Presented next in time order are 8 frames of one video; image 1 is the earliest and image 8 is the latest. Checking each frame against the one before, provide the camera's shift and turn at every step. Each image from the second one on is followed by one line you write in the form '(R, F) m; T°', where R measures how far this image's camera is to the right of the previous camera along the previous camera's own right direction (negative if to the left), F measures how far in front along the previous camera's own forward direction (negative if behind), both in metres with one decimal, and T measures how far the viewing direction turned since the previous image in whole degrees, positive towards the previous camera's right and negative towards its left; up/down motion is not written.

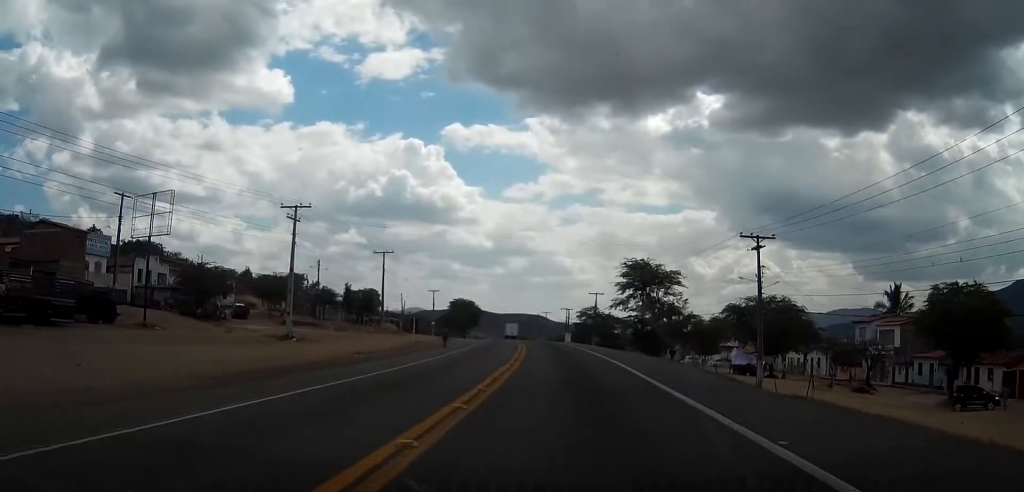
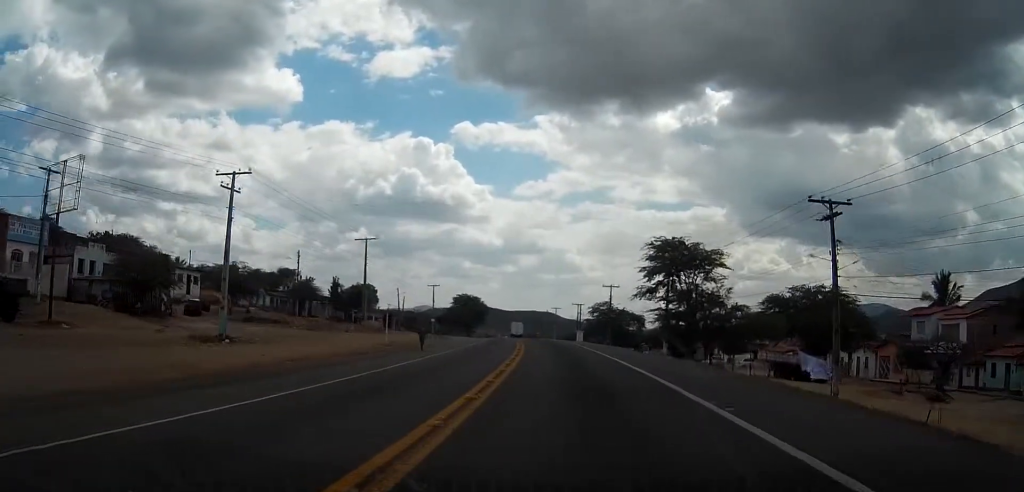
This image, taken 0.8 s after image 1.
(-0.1, +12.0) m; -1°
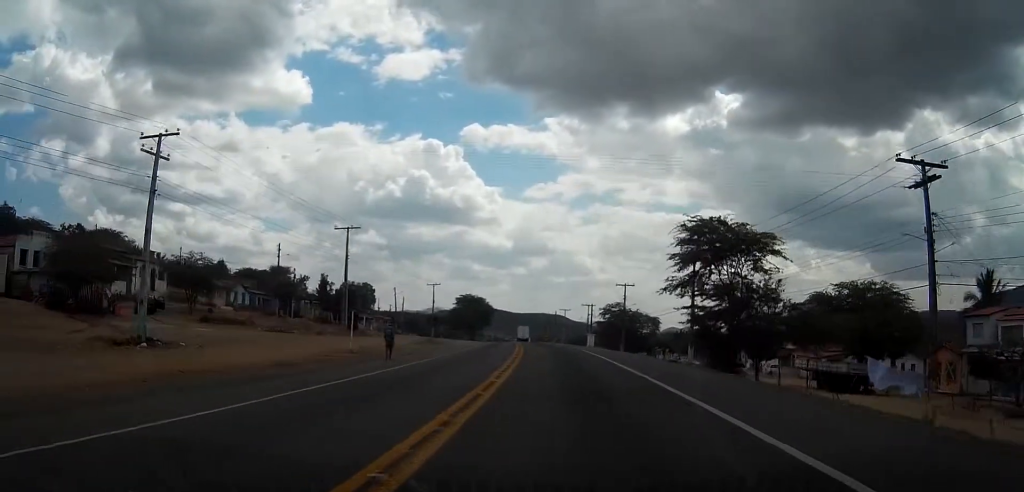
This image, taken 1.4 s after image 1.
(-0.1, +9.4) m; -1°
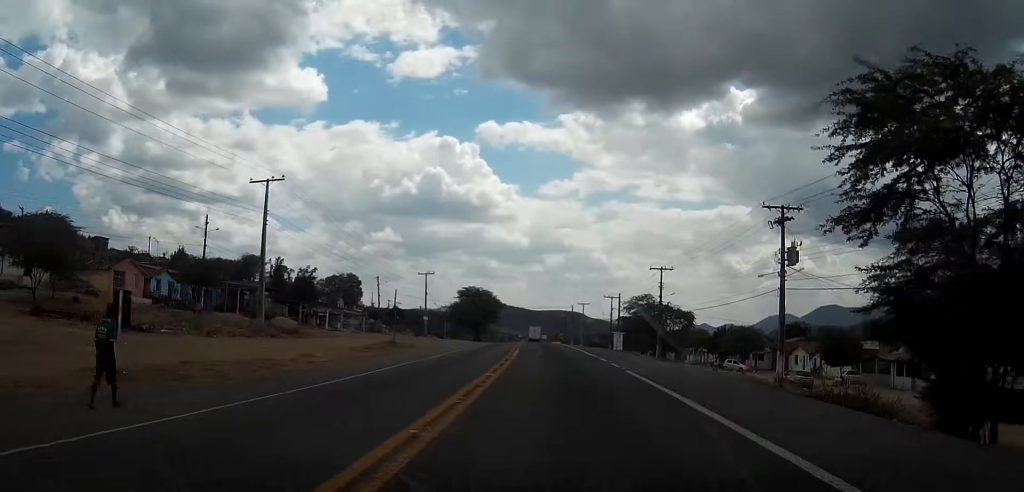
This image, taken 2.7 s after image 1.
(-0.3, +21.4) m; -2°
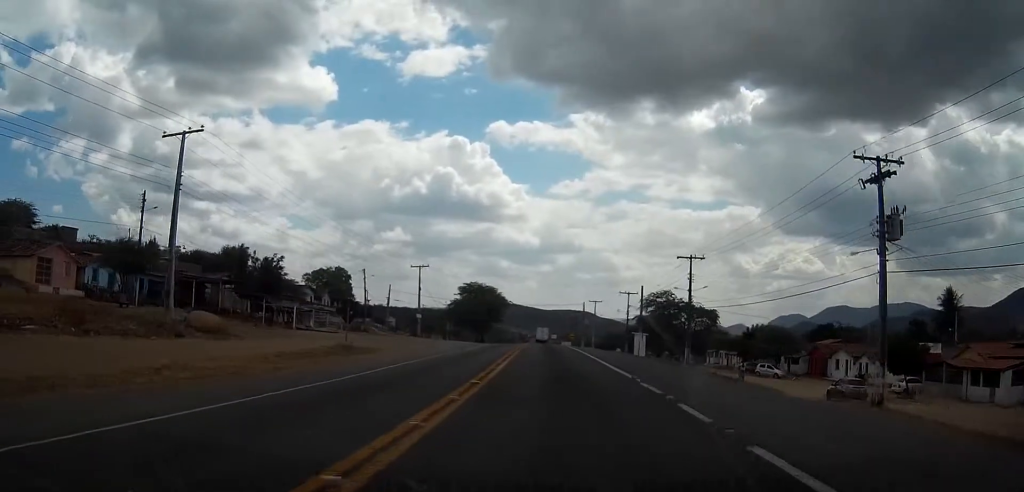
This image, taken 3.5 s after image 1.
(-0.1, +11.9) m; -1°
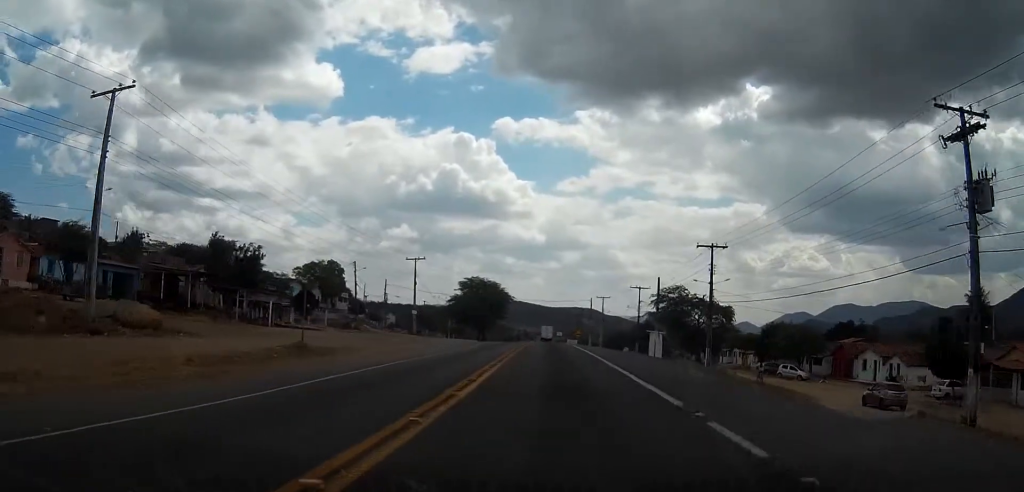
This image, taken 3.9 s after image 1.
(0.0, +6.7) m; -1°
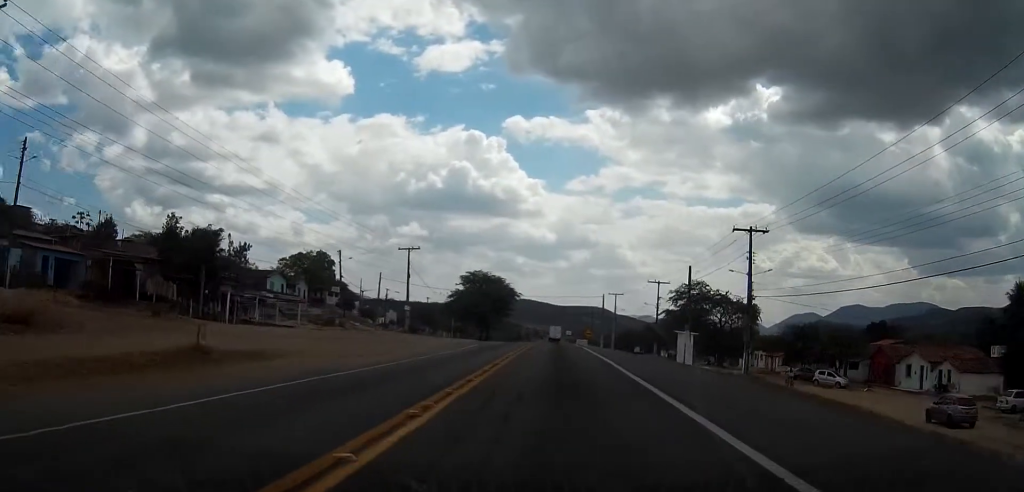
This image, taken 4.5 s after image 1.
(-0.1, +9.1) m; -1°
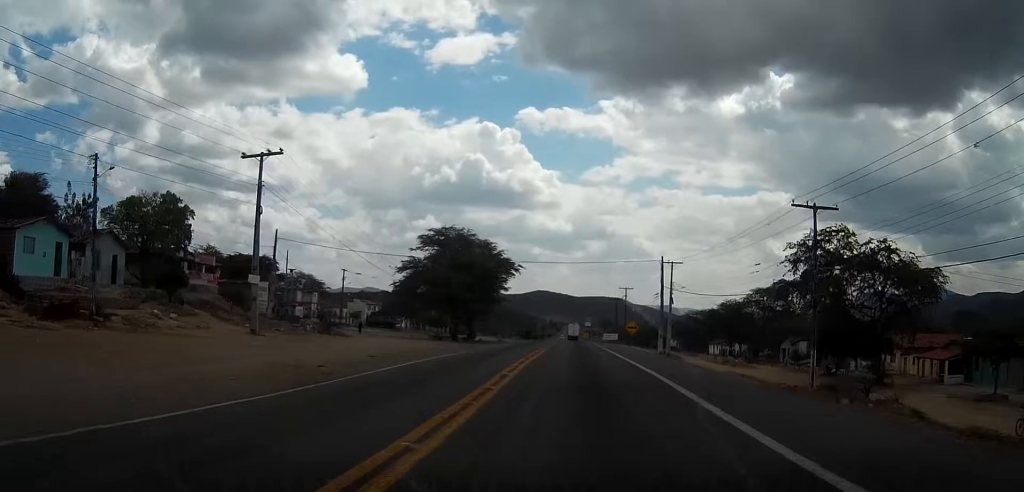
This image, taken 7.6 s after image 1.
(-0.5, +45.0) m; 0°
